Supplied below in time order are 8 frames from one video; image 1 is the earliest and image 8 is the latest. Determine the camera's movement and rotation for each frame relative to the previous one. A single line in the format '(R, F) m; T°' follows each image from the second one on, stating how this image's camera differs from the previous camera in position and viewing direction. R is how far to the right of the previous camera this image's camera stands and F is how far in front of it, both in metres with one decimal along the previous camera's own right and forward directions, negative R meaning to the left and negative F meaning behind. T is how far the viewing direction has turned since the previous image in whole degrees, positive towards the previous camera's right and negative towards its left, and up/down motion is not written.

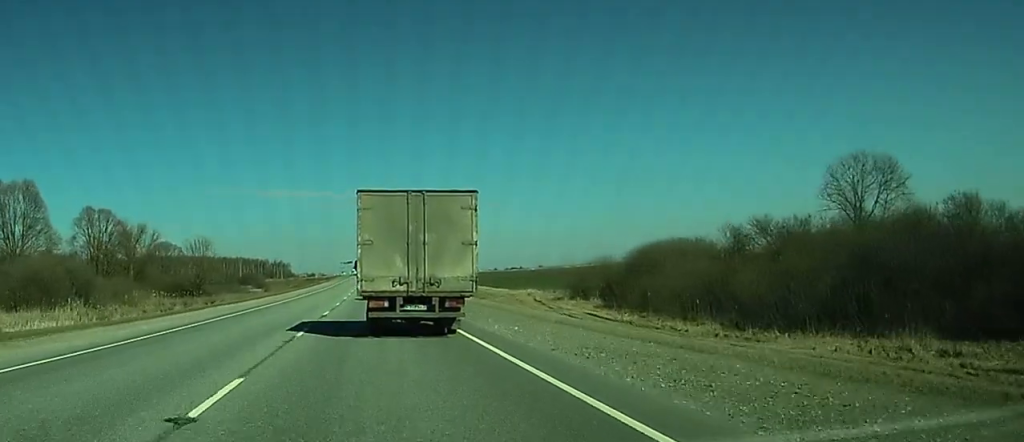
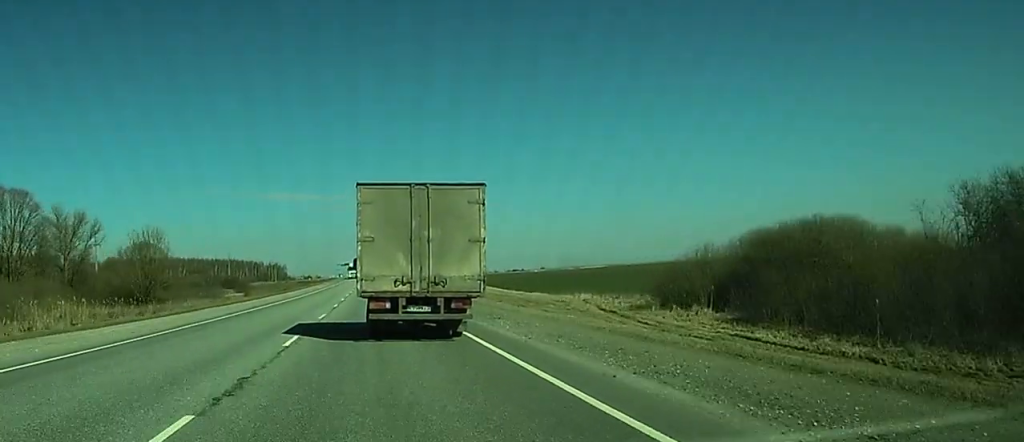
(+0.2, +28.5) m; +1°
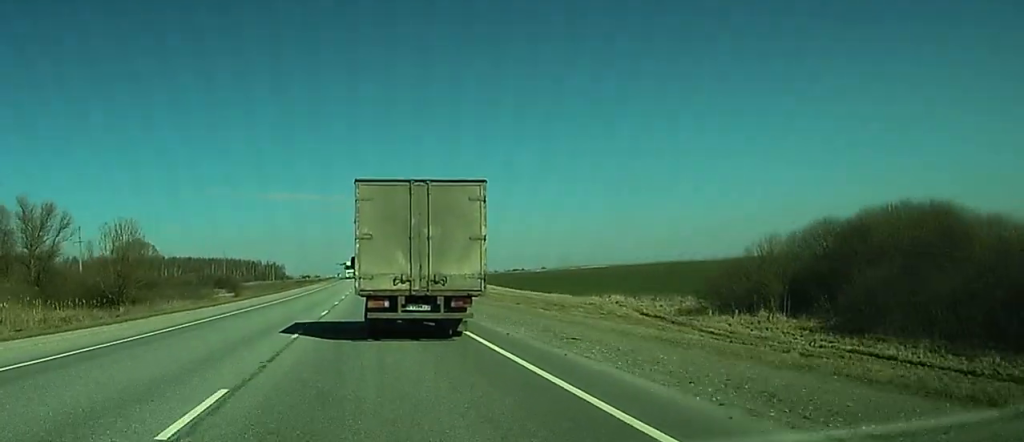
(0.0, +10.7) m; 0°
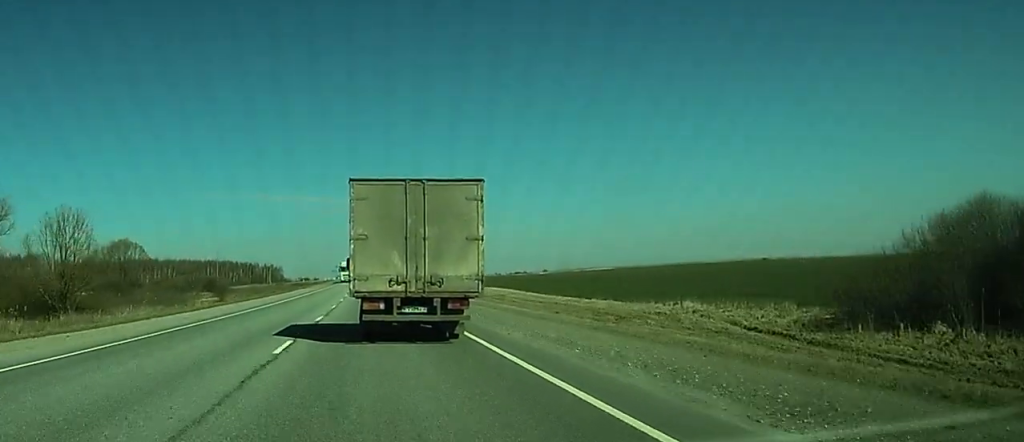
(+0.1, +16.7) m; 0°
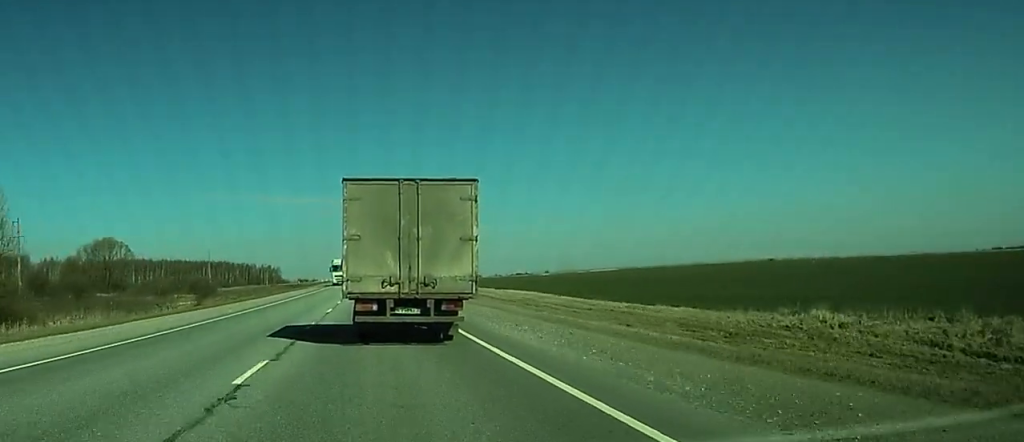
(-0.1, +17.3) m; 0°
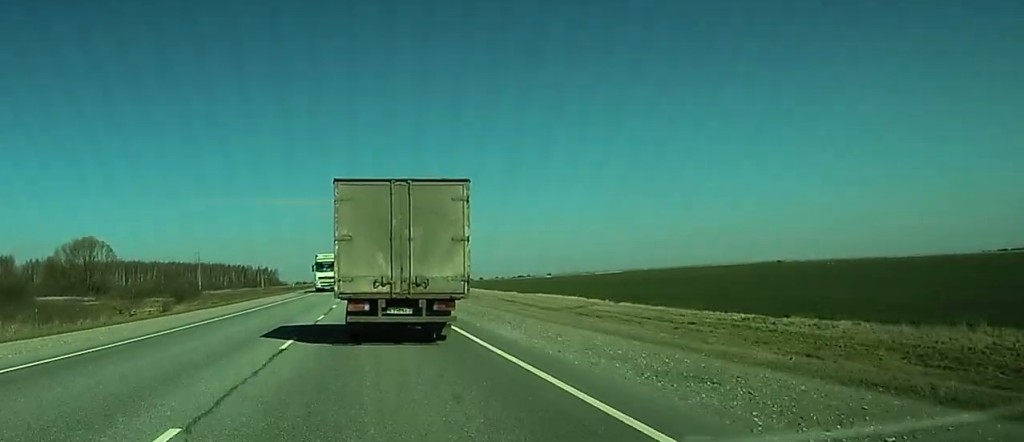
(0.0, +19.5) m; 0°
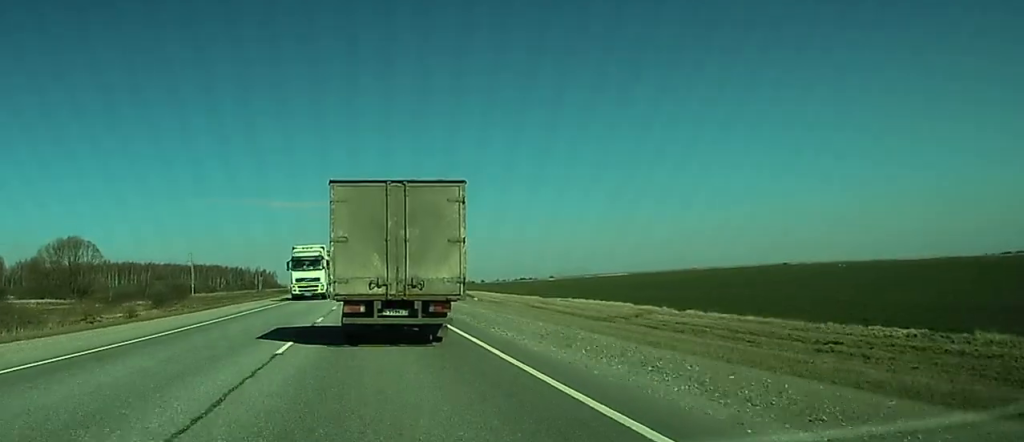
(0.0, +13.5) m; 0°
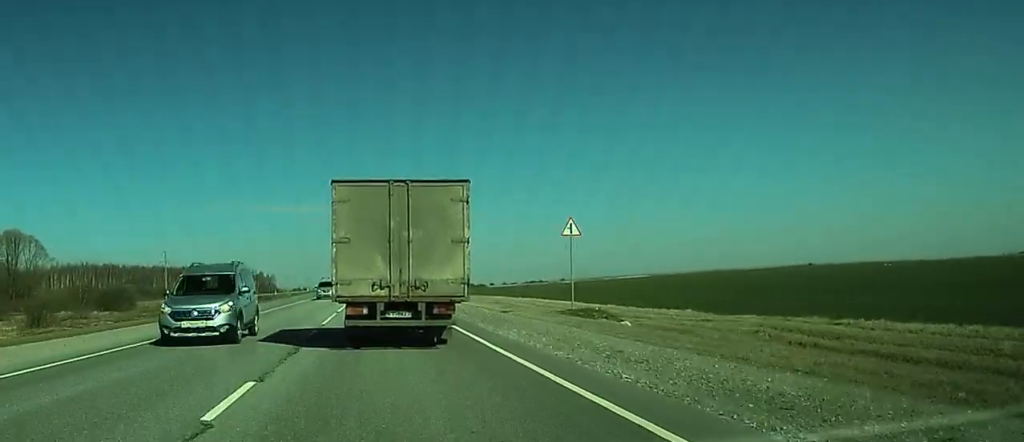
(-0.3, +45.7) m; -1°
